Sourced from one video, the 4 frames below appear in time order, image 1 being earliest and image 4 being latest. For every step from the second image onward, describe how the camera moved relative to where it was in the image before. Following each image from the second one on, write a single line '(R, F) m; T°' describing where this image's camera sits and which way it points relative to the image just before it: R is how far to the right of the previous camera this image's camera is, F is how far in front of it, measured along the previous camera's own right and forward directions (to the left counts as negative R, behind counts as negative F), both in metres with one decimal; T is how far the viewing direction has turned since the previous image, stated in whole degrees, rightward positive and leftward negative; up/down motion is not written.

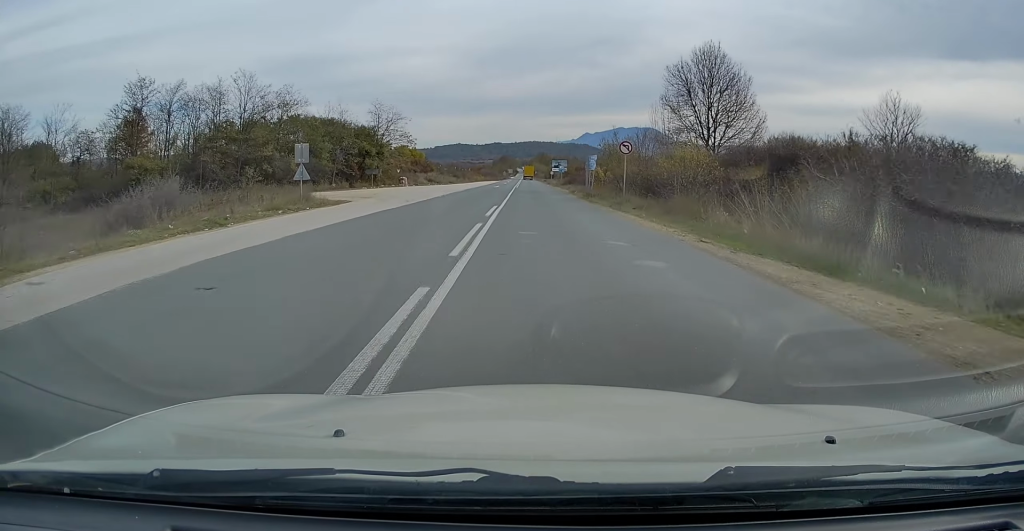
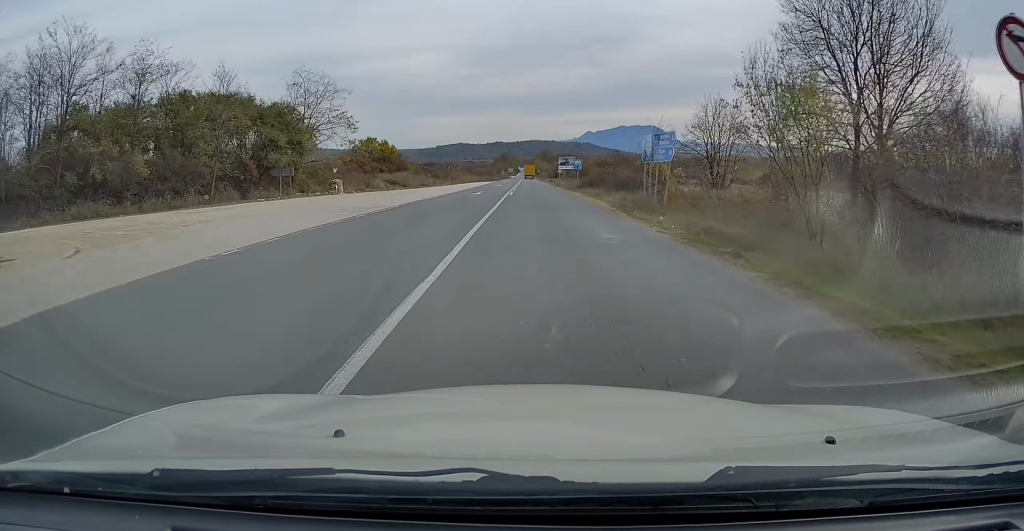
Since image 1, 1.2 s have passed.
(0.0, +27.3) m; 0°
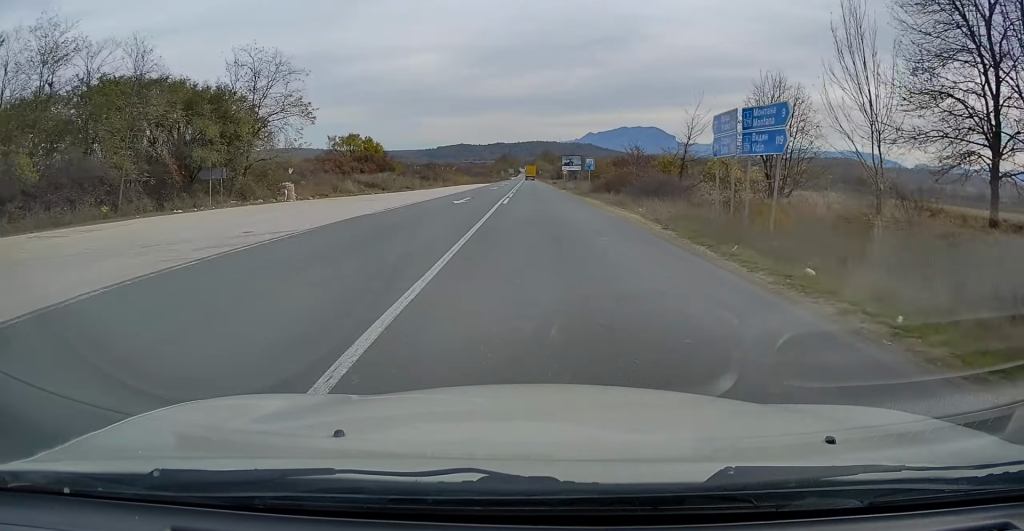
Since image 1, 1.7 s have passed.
(-0.1, +10.6) m; 0°
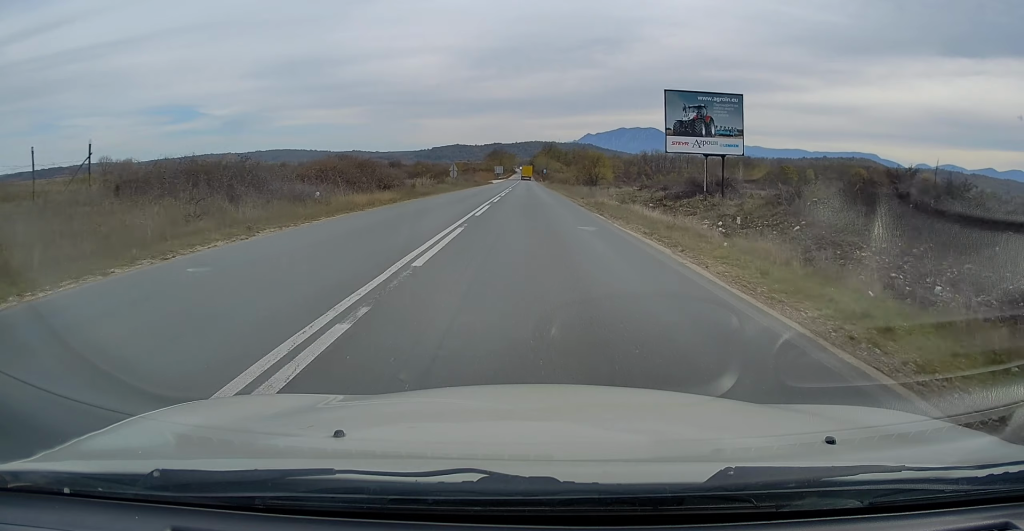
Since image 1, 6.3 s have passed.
(-0.3, +107.6) m; 0°
